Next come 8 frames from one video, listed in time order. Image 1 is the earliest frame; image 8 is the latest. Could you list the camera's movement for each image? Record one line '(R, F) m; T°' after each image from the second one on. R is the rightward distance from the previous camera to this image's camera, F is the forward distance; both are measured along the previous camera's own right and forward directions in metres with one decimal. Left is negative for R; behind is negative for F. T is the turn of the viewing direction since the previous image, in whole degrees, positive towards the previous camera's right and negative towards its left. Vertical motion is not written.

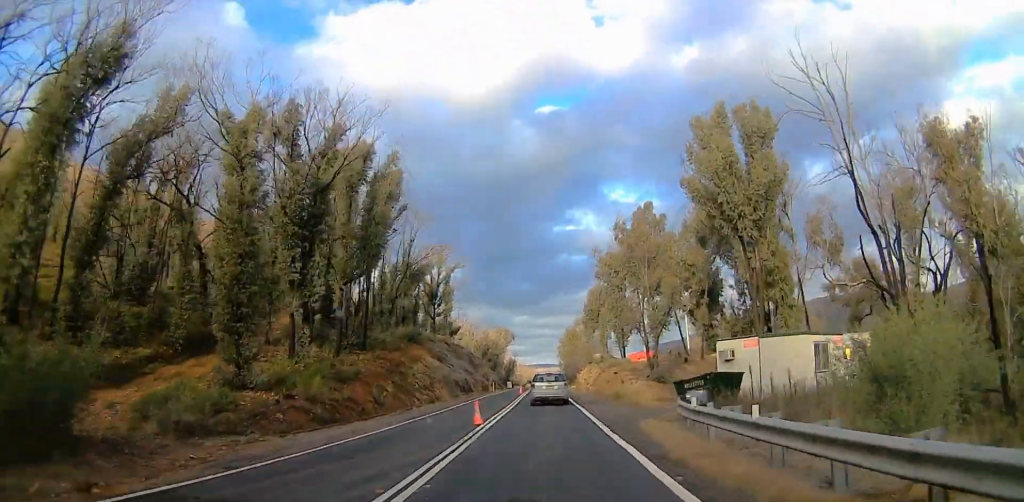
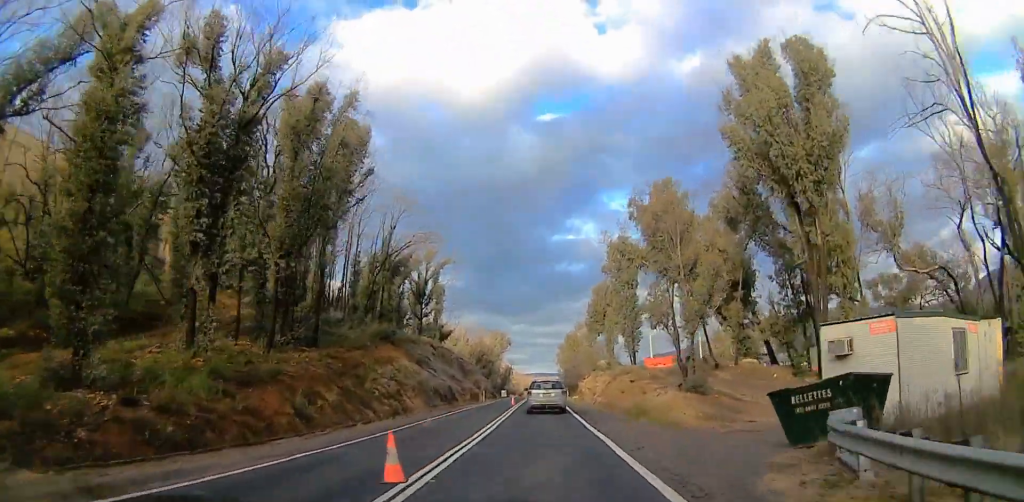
(-0.1, +10.8) m; 0°
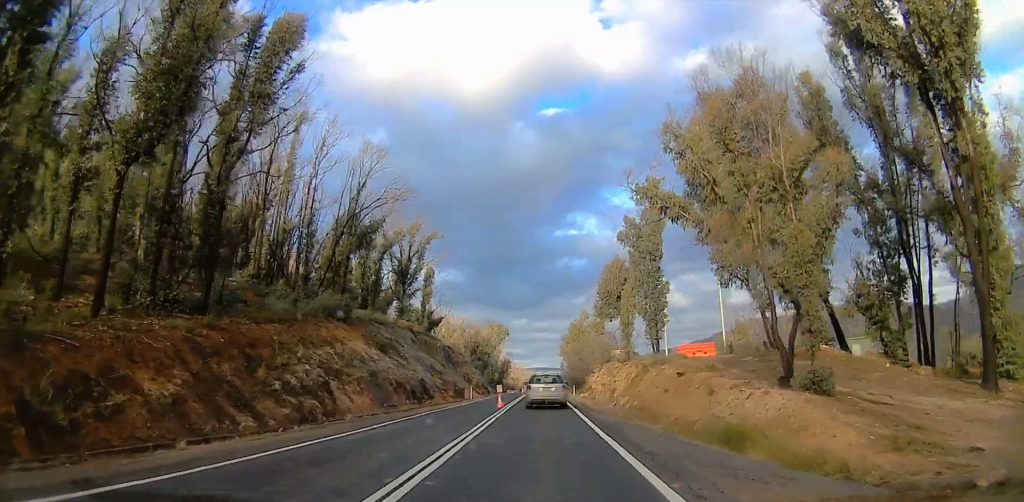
(+0.3, +14.1) m; +1°
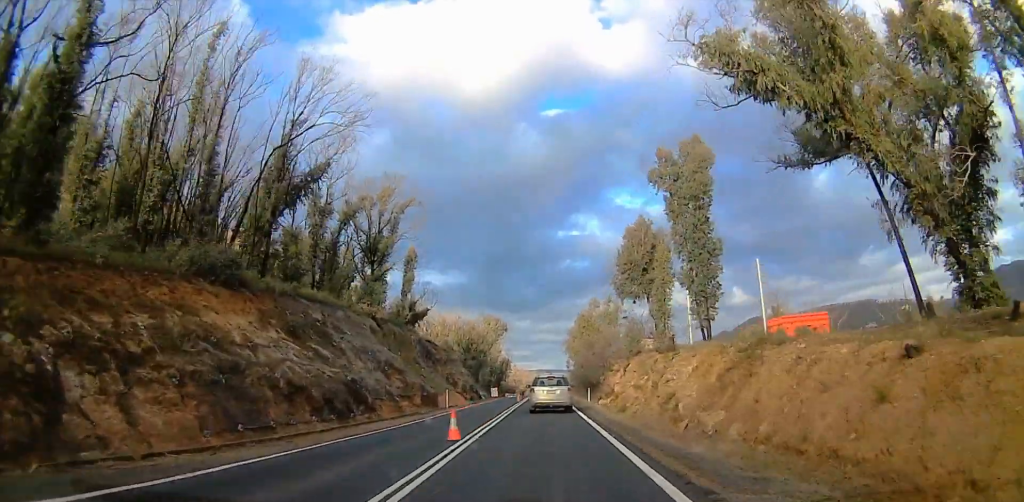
(0.0, +17.2) m; 0°
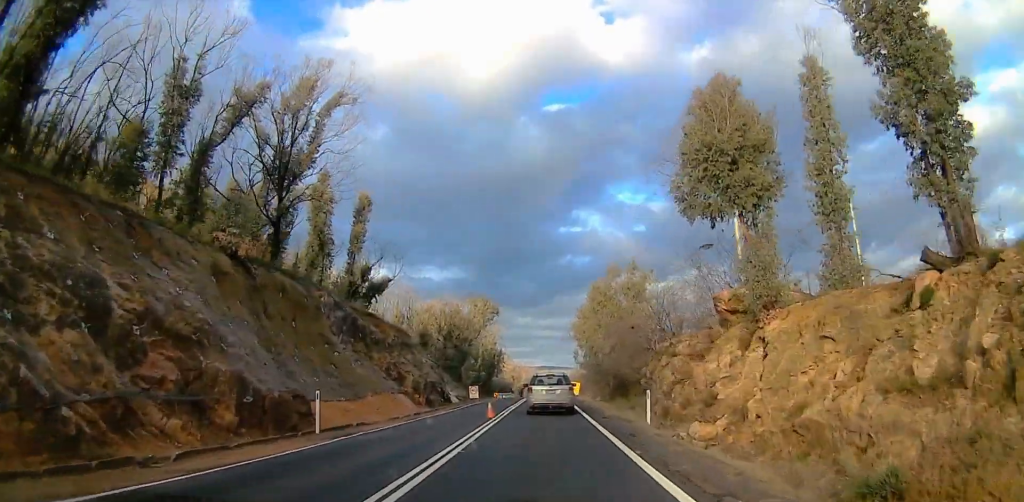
(-0.3, +26.0) m; -1°
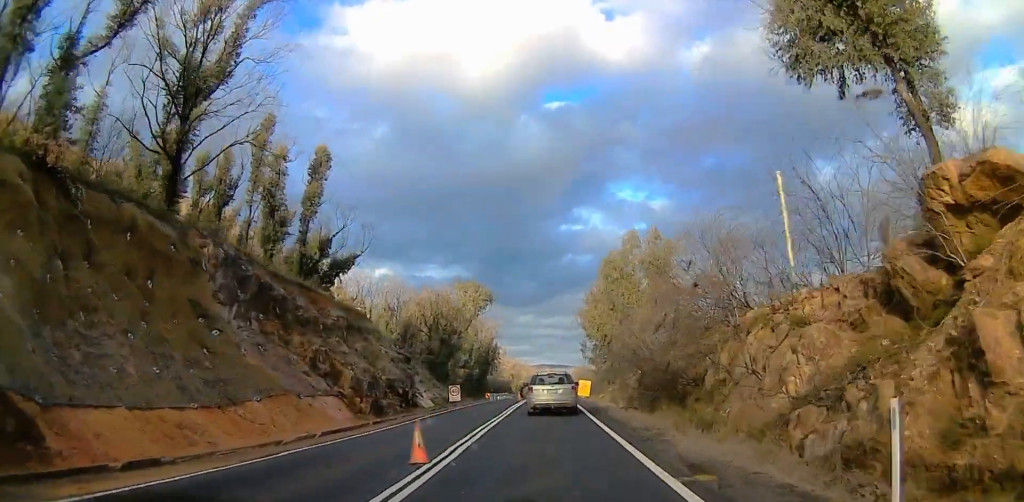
(0.0, +13.8) m; +1°
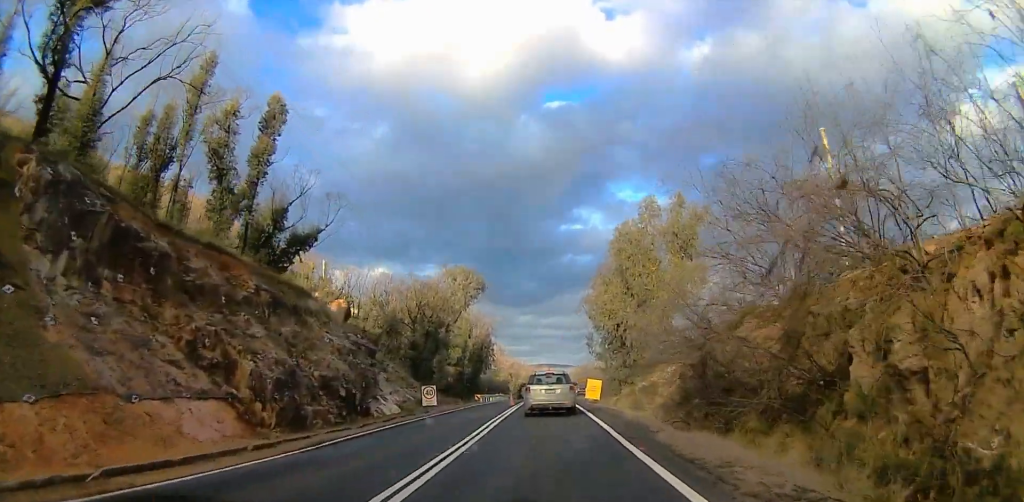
(+0.1, +11.0) m; +1°
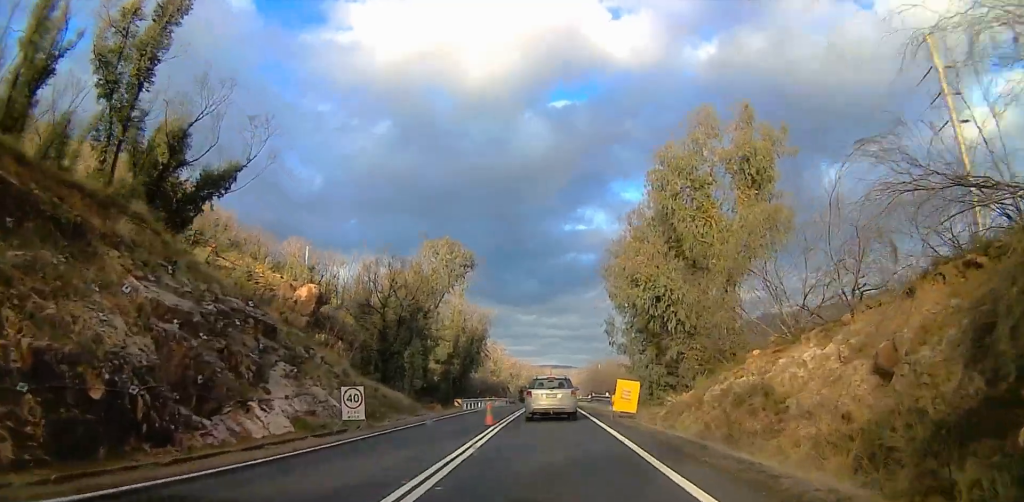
(+0.2, +16.0) m; +2°
